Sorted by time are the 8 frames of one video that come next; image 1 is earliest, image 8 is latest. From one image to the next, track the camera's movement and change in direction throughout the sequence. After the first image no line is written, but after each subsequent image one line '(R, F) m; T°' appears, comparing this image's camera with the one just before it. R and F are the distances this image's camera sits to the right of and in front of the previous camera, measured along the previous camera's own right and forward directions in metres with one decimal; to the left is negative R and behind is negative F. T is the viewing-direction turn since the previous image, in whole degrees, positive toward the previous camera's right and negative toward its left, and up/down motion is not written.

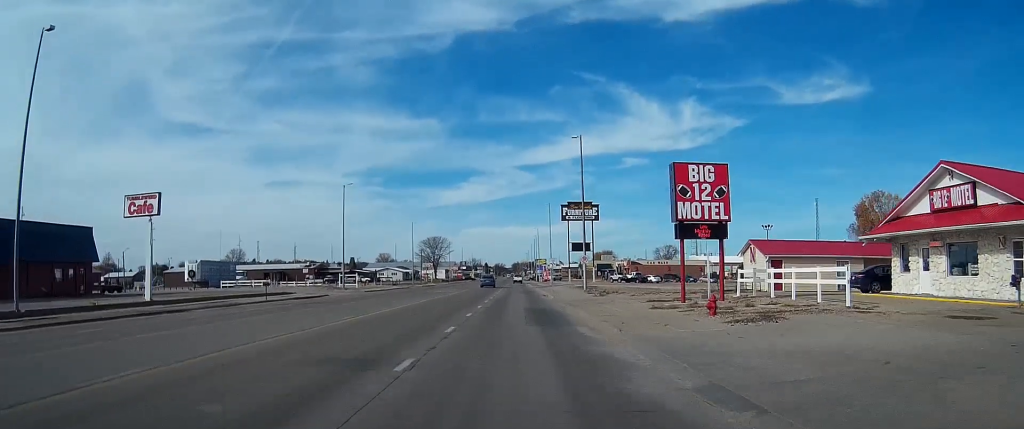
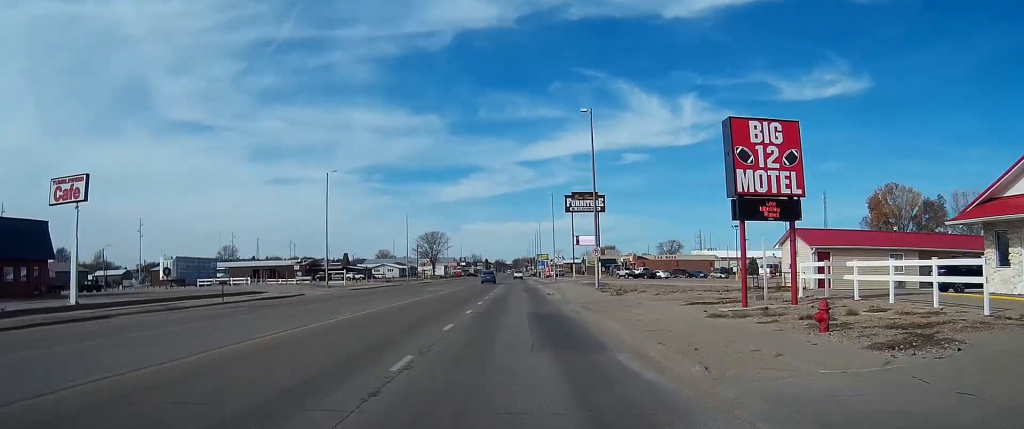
(0.0, +8.0) m; 0°
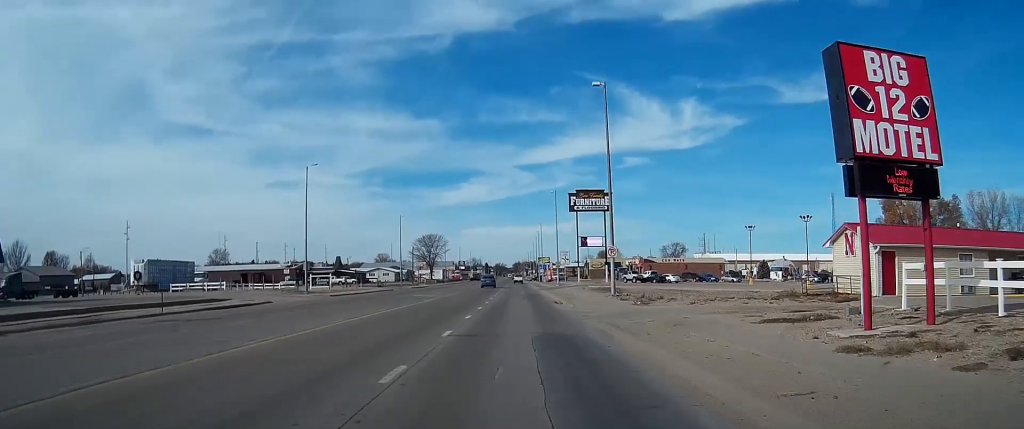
(0.0, +8.0) m; 0°
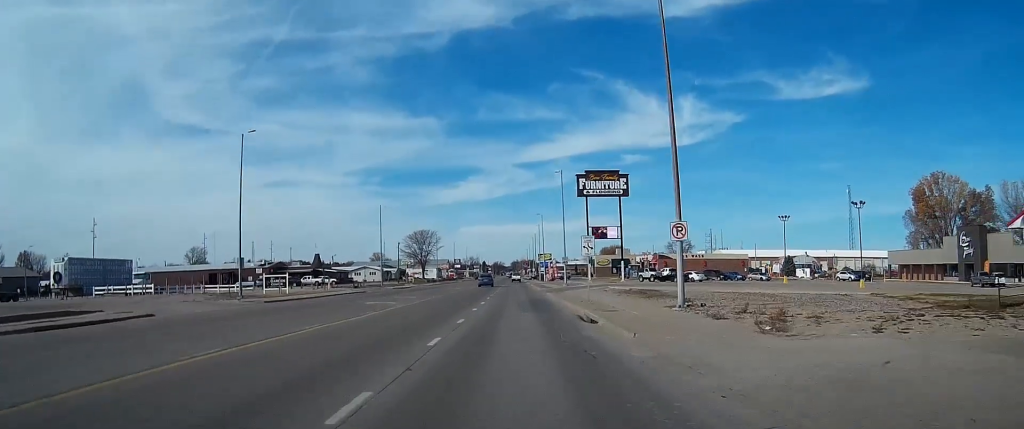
(+0.1, +17.2) m; 0°
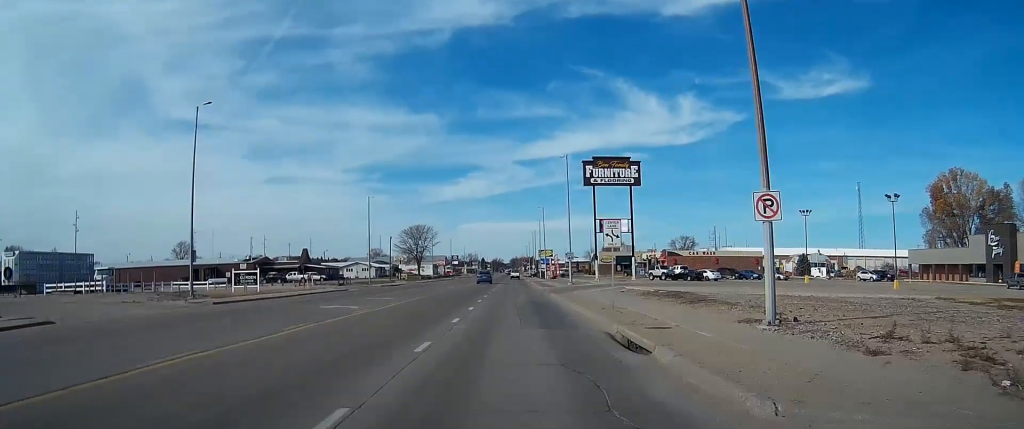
(0.0, +8.6) m; 0°
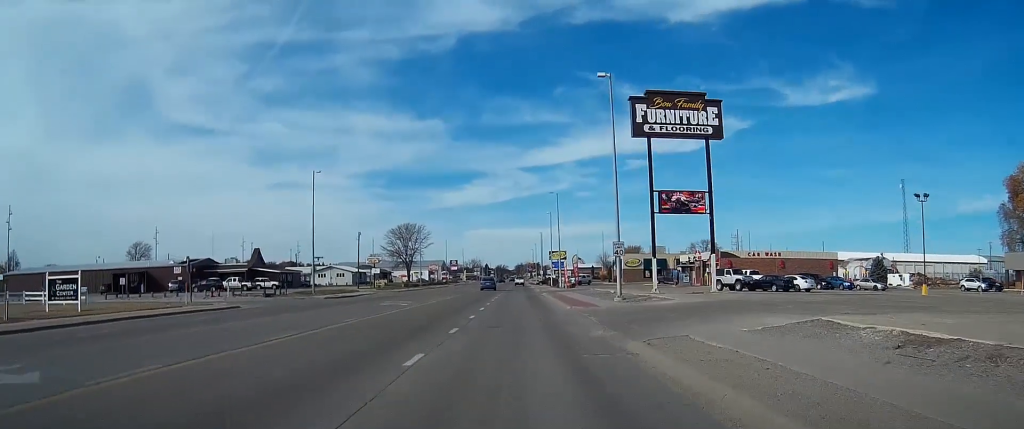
(-0.2, +30.8) m; -1°
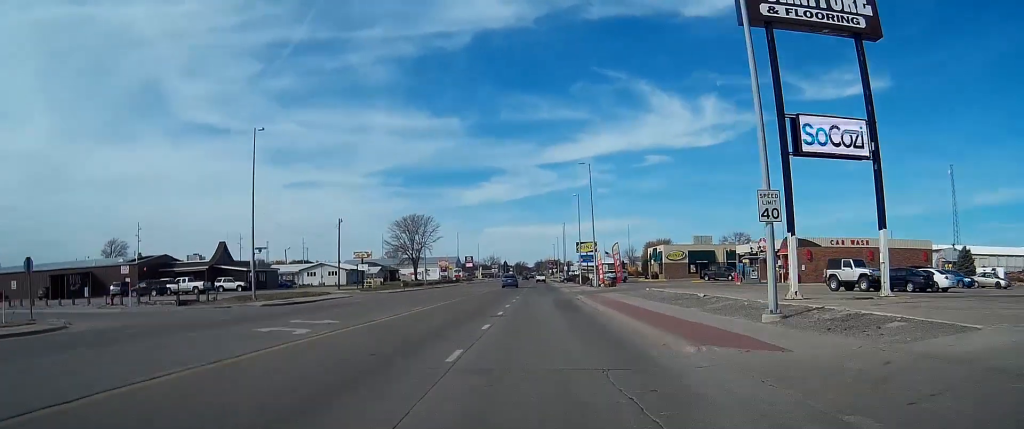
(-0.2, +21.6) m; -1°
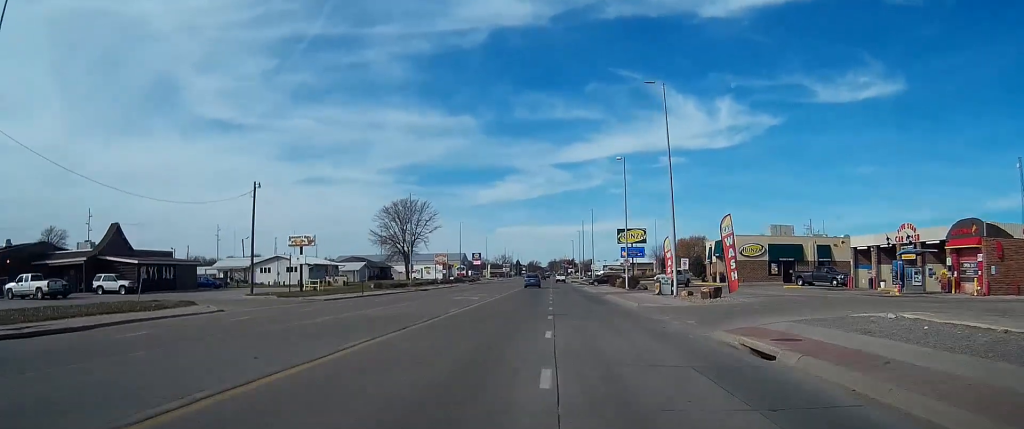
(-0.3, +31.6) m; 0°
